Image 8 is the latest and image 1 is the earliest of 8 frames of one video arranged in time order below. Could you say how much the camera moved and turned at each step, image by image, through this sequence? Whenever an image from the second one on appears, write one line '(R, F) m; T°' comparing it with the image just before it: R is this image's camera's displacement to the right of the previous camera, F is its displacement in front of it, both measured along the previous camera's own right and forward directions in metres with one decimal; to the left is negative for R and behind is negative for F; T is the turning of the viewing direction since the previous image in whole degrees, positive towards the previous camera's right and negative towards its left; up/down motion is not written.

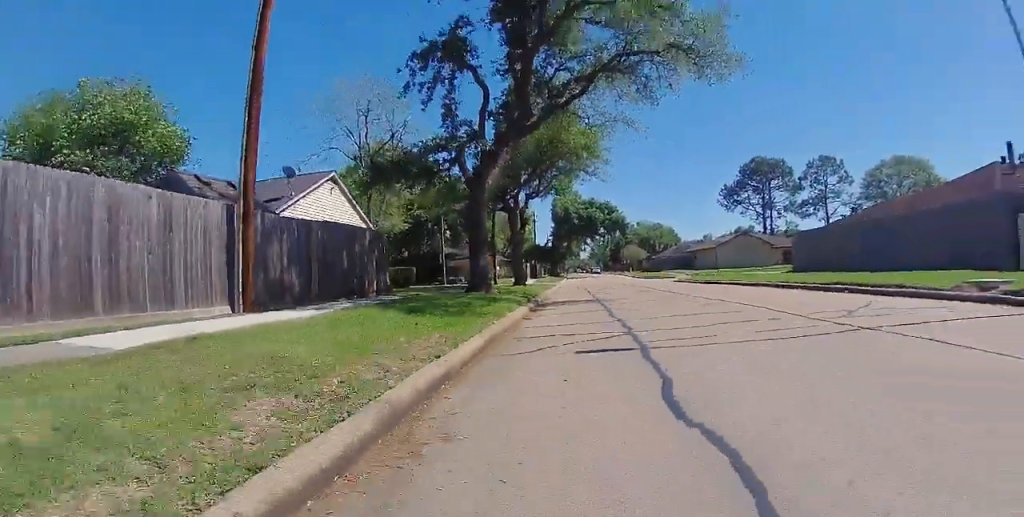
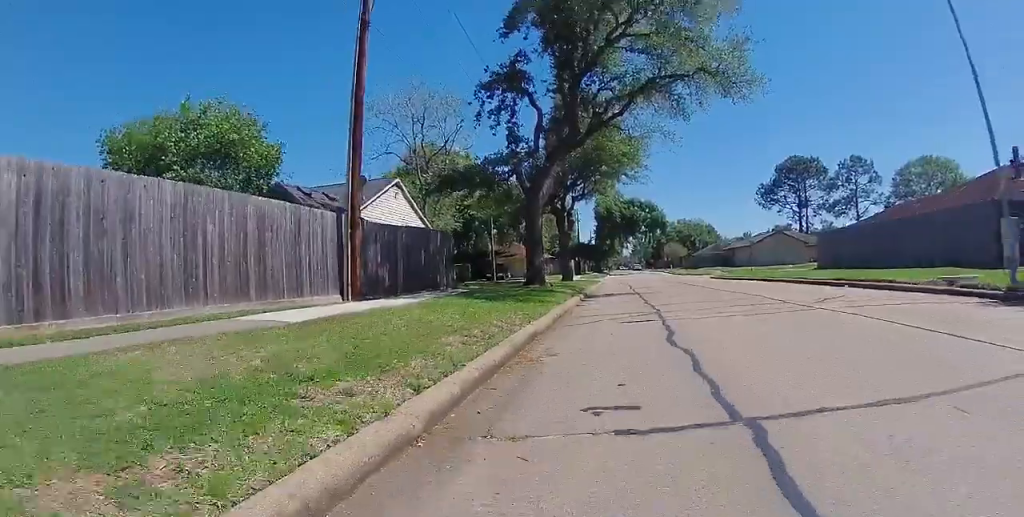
(-0.1, +3.3) m; +1°
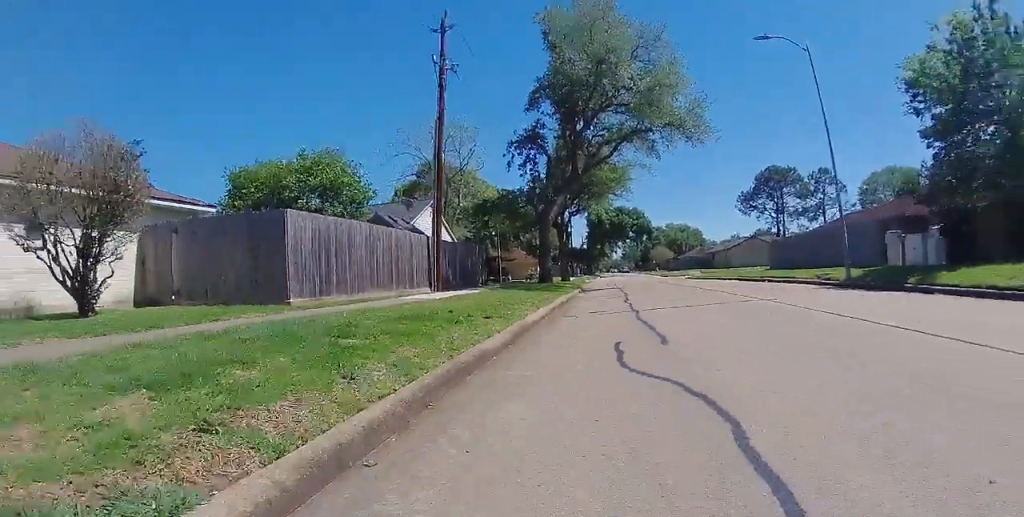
(+0.4, +8.3) m; 0°
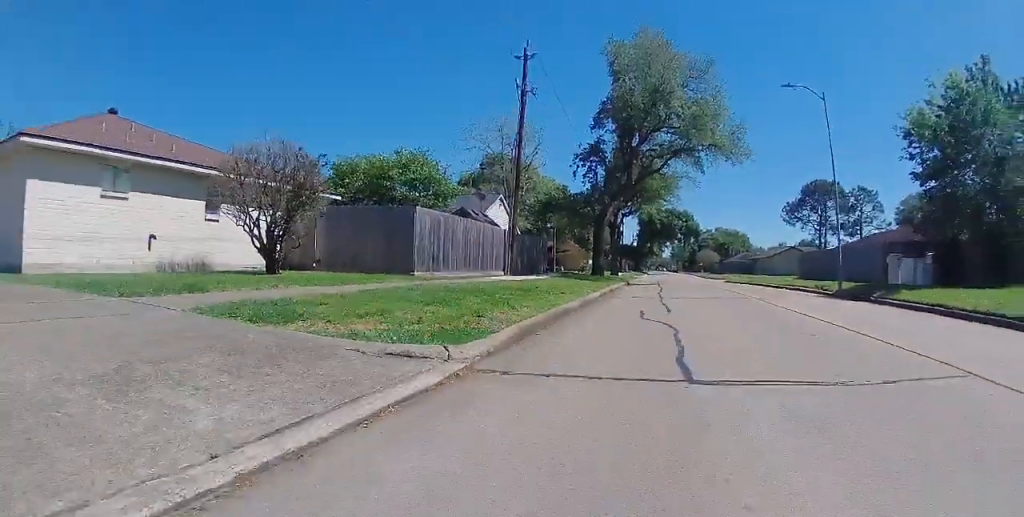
(-0.2, +4.6) m; -1°
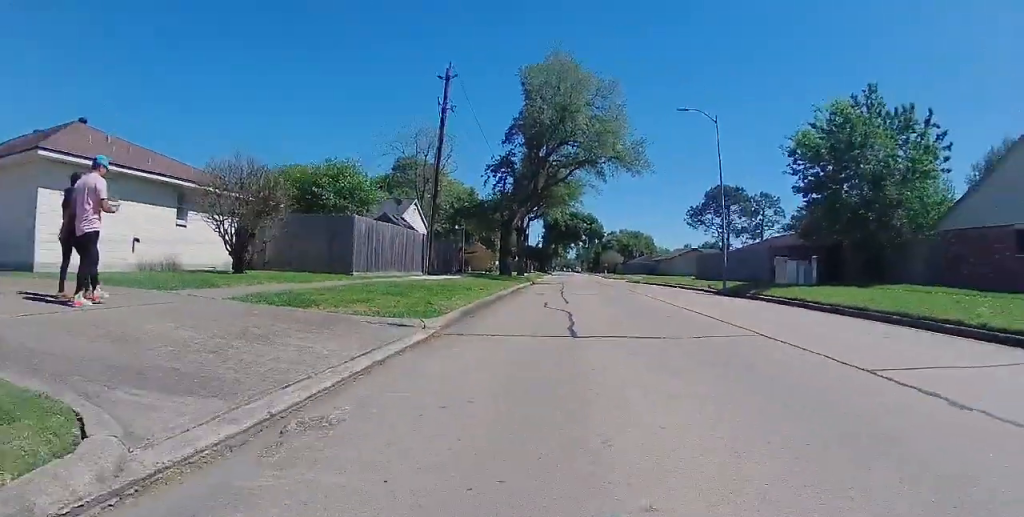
(+0.1, +3.0) m; 0°
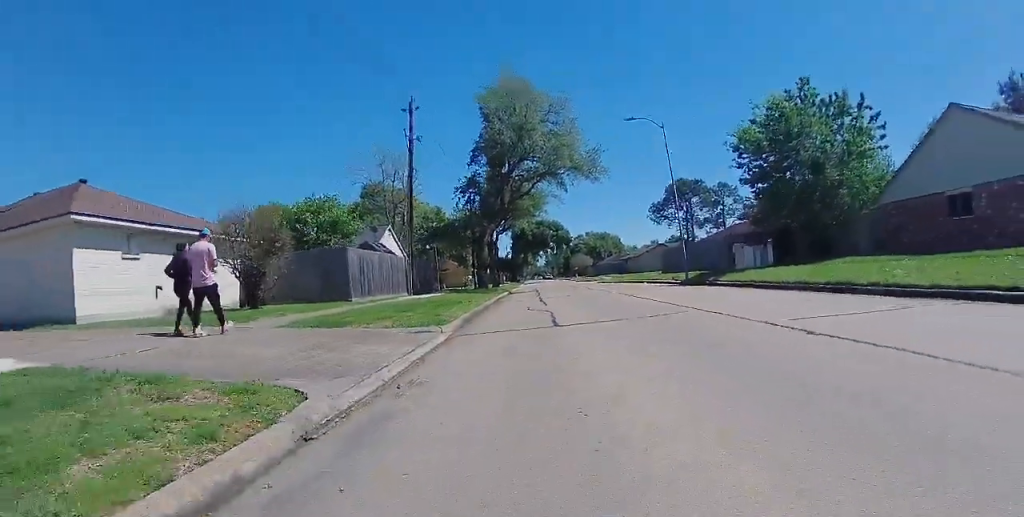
(+0.1, +2.6) m; 0°
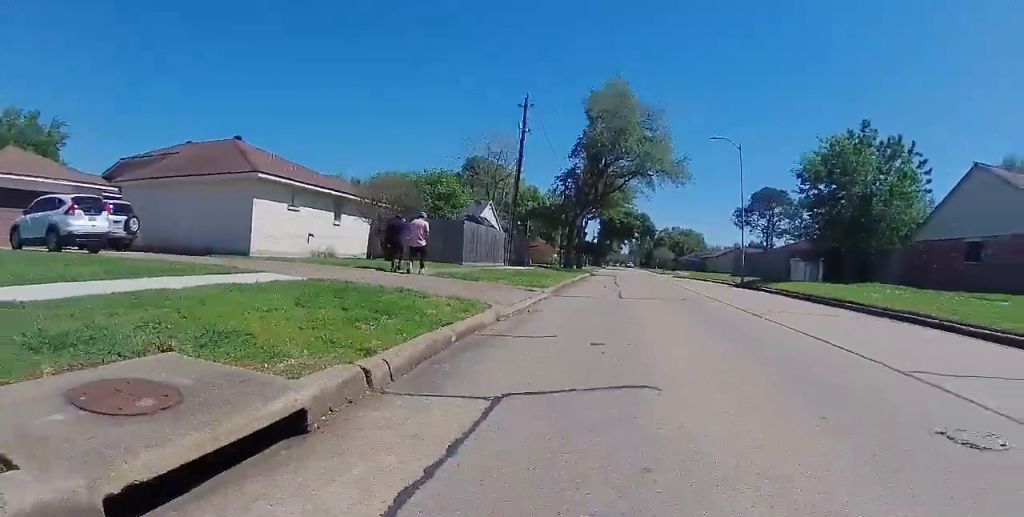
(-0.3, +5.4) m; 0°
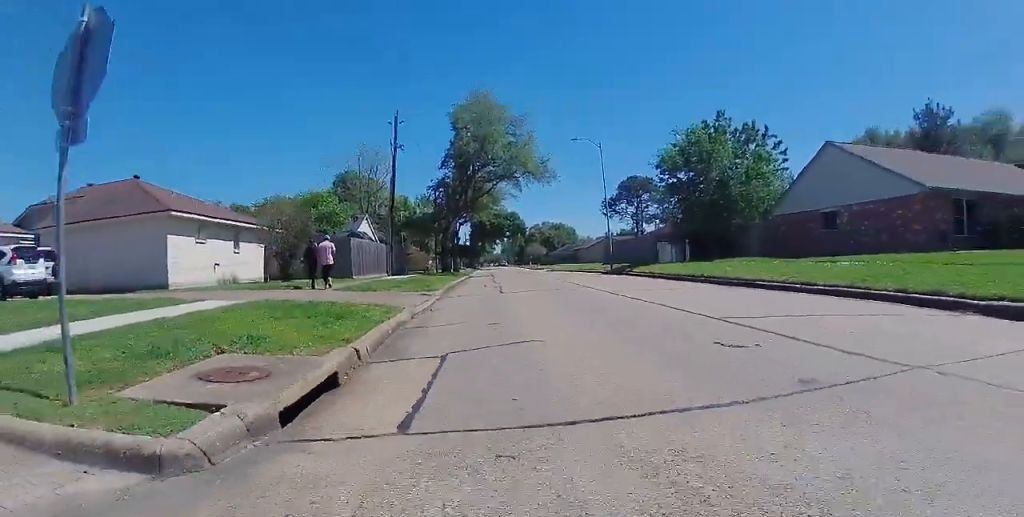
(-0.1, +2.4) m; +4°
